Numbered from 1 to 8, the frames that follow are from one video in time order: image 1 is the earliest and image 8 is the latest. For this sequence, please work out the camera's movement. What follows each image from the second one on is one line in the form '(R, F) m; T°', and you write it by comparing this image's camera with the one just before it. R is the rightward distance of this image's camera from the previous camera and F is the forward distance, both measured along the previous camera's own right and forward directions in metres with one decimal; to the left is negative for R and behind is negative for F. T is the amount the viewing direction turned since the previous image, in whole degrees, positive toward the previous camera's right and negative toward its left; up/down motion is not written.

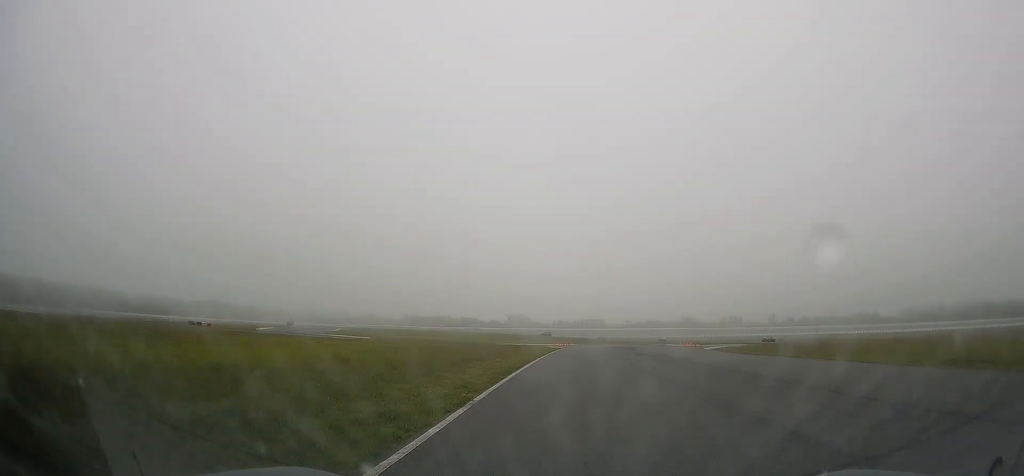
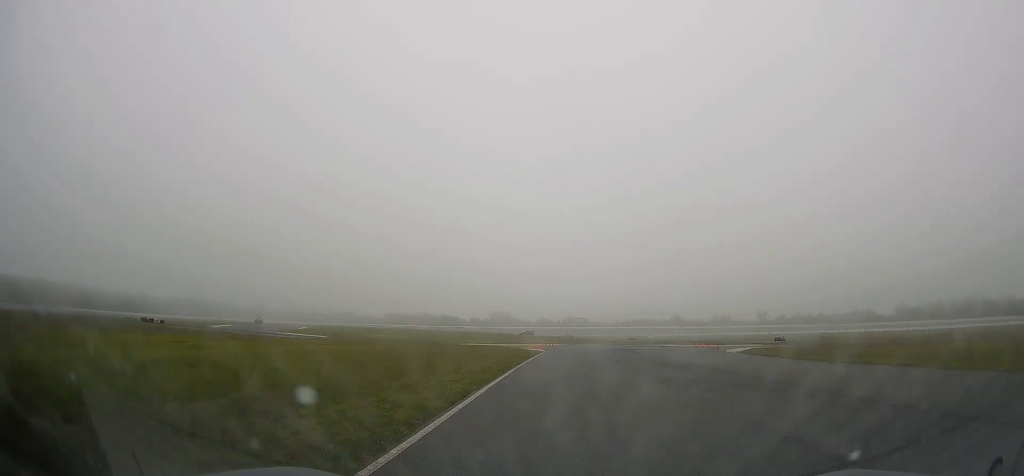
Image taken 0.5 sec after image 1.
(+0.1, +13.4) m; +1°
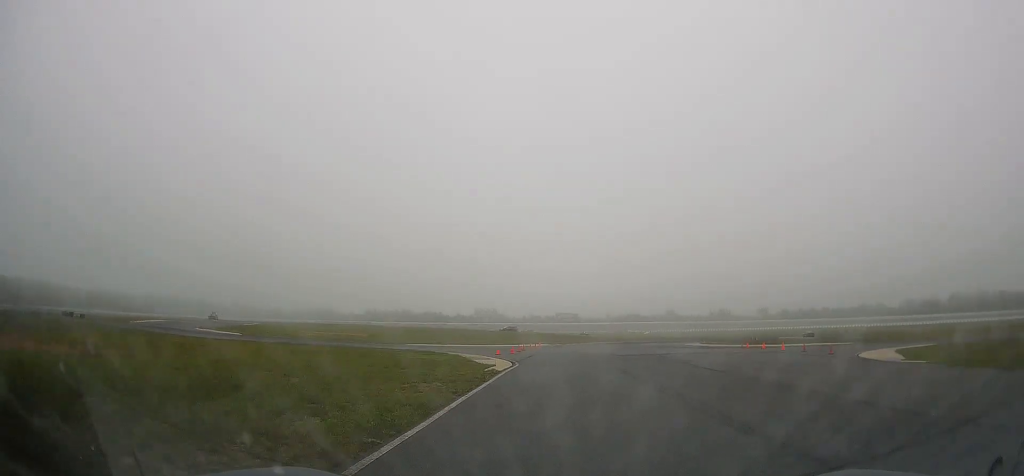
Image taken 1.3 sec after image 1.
(+0.3, +24.5) m; +2°
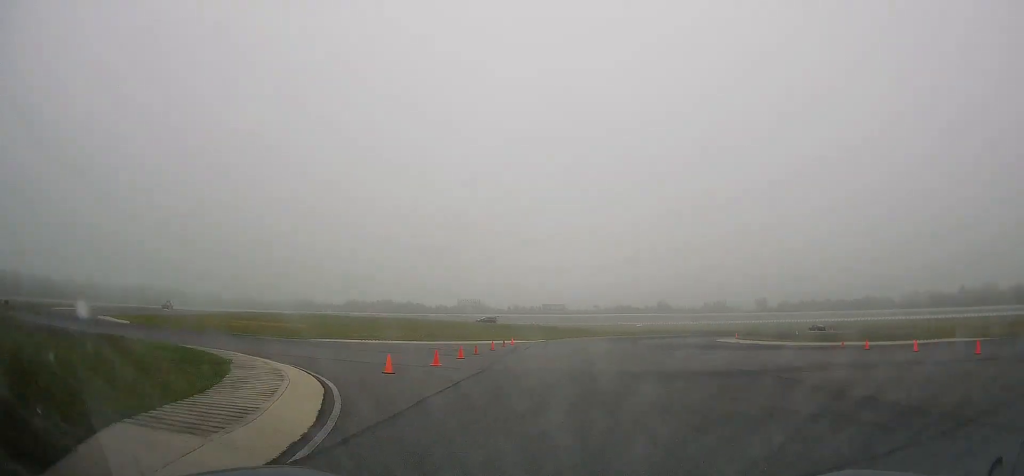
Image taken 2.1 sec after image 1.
(+0.4, +19.9) m; +1°
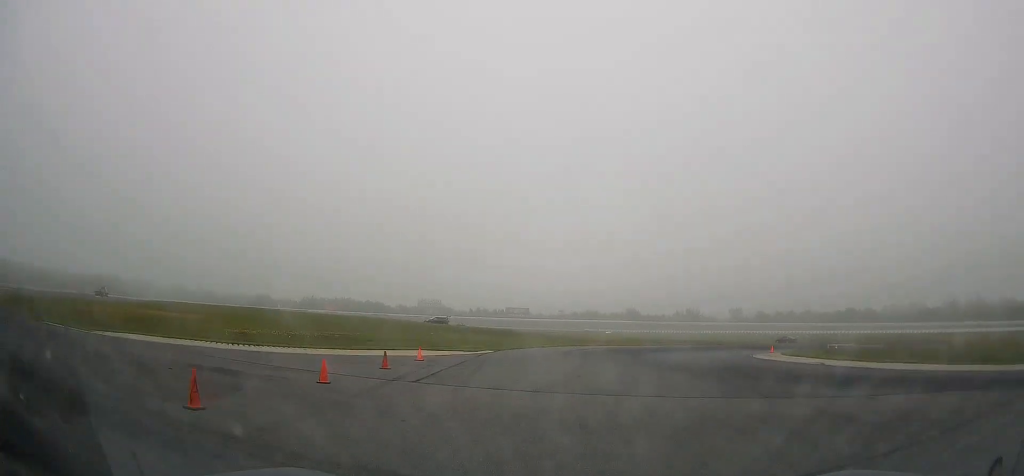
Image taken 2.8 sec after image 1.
(+0.1, +18.6) m; +5°
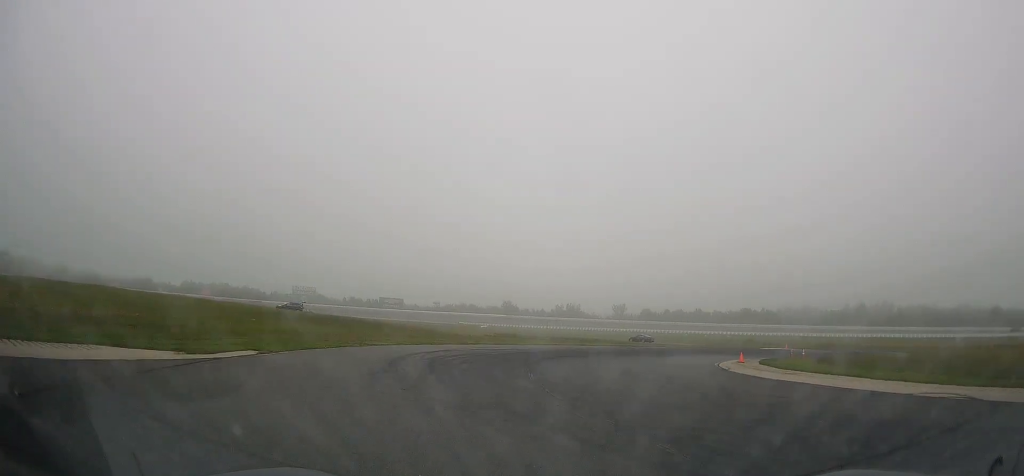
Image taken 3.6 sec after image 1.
(+1.3, +15.9) m; +11°
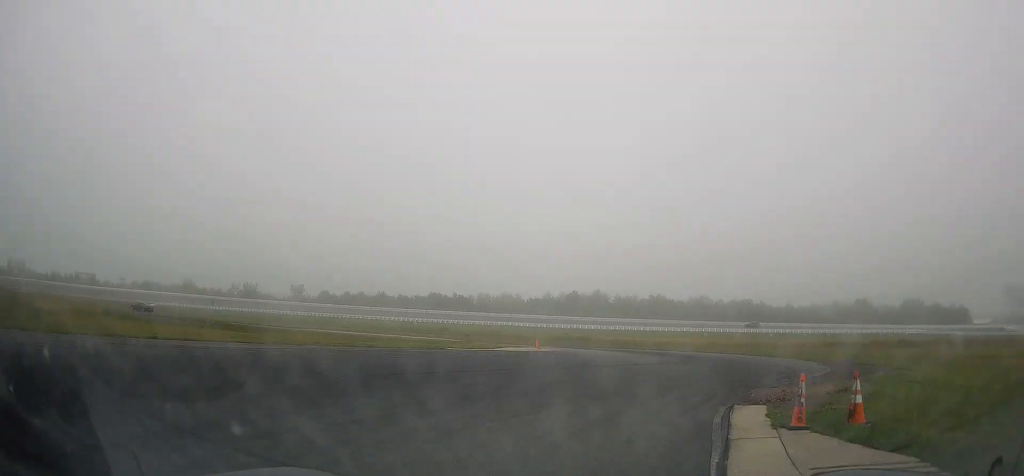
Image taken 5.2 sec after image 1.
(+8.0, +31.0) m; +28°
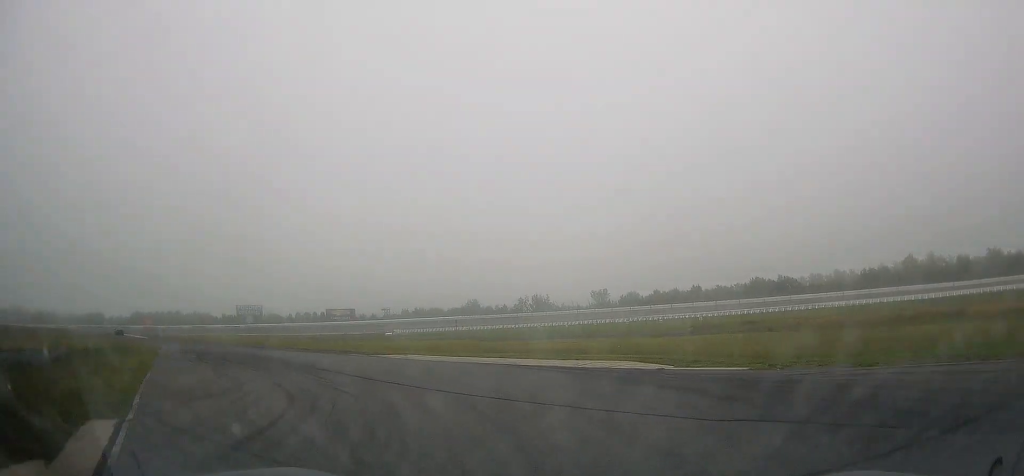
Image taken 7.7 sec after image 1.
(-2.5, +40.5) m; -33°
